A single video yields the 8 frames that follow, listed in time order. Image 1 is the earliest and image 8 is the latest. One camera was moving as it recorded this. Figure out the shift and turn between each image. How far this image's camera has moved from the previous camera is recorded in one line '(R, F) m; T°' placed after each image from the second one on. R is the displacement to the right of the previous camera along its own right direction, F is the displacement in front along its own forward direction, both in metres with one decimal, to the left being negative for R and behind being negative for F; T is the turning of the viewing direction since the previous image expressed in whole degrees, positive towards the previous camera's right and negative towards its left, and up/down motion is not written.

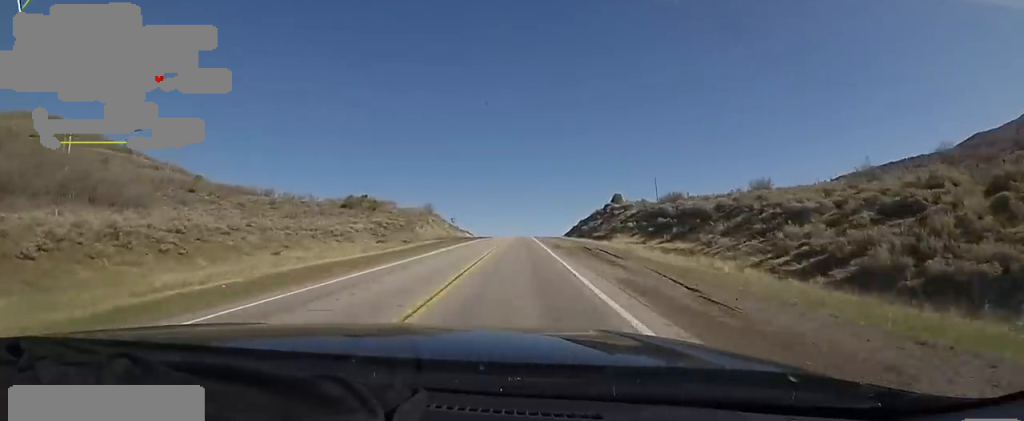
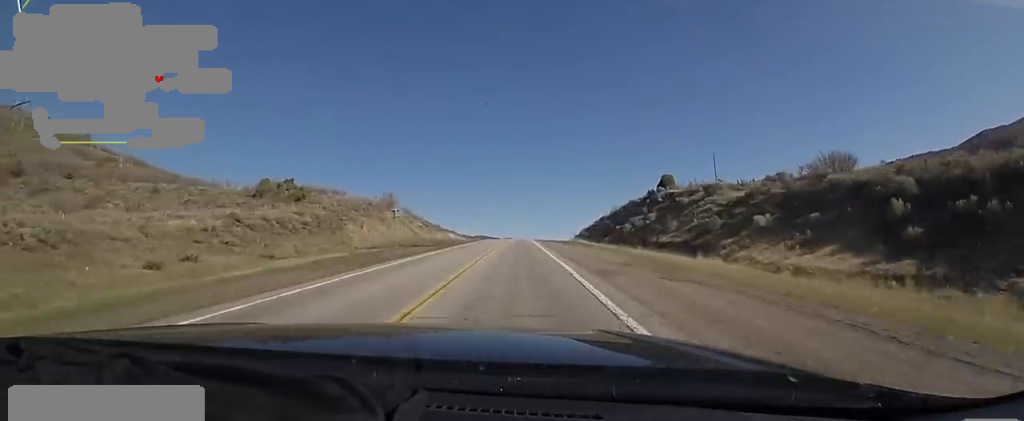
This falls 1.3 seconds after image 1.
(-0.8, +38.2) m; 0°
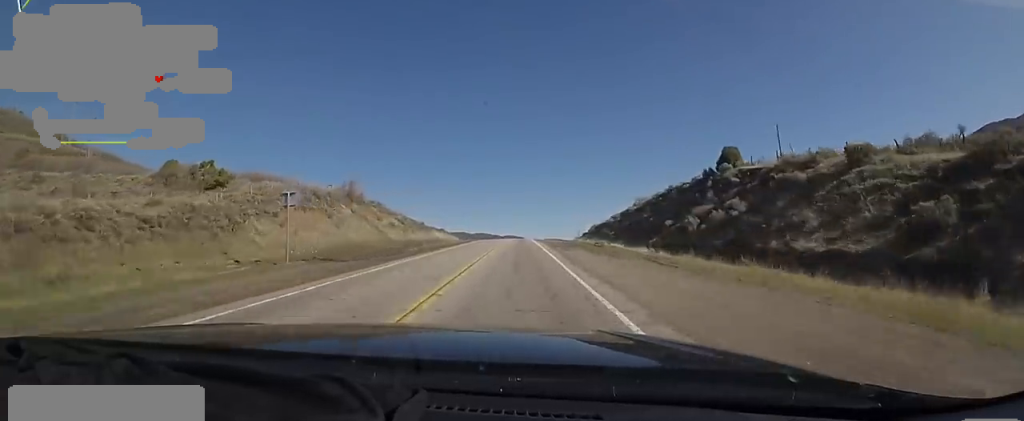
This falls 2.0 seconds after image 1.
(+0.6, +22.3) m; +1°
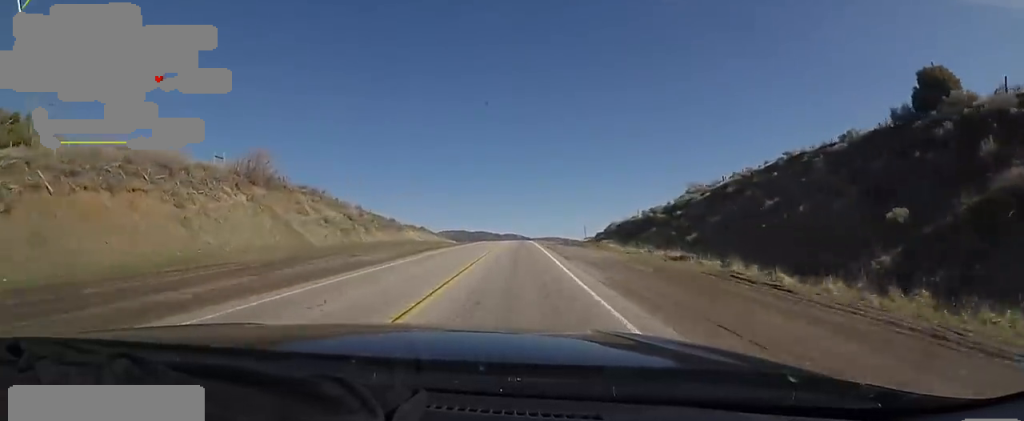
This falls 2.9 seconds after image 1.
(+0.3, +27.5) m; 0°
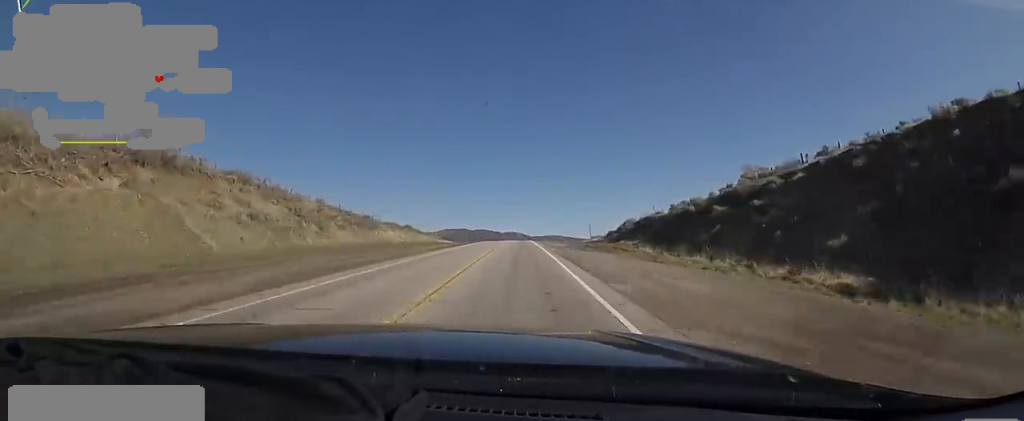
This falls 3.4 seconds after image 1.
(+0.2, +15.3) m; -1°
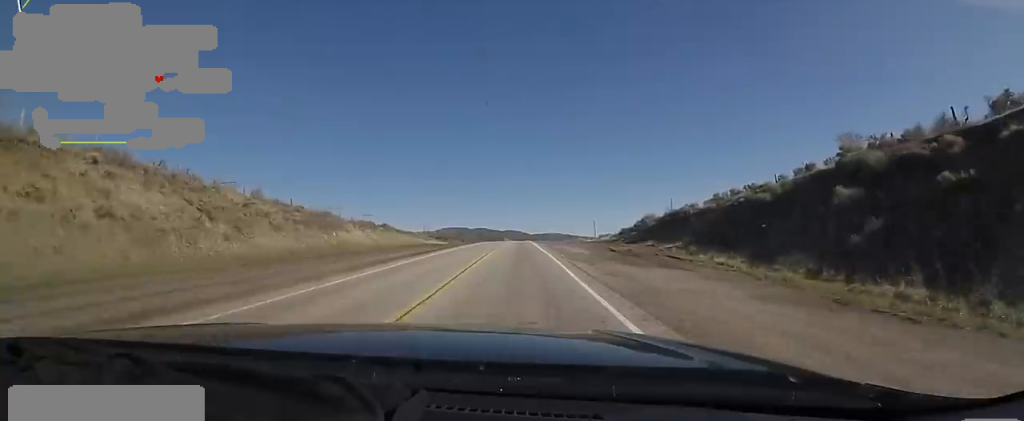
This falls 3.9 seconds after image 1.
(-0.5, +15.3) m; 0°
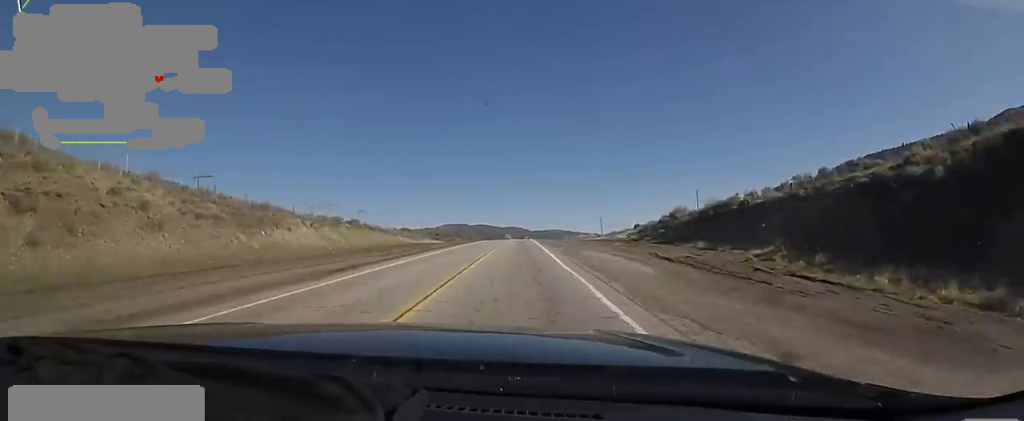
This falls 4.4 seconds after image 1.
(-0.4, +15.4) m; 0°
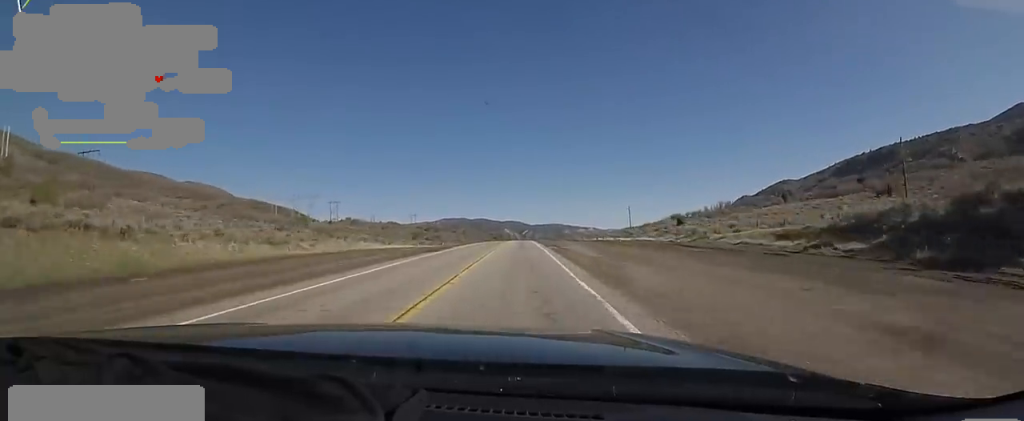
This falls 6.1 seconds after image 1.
(+0.1, +53.6) m; 0°
